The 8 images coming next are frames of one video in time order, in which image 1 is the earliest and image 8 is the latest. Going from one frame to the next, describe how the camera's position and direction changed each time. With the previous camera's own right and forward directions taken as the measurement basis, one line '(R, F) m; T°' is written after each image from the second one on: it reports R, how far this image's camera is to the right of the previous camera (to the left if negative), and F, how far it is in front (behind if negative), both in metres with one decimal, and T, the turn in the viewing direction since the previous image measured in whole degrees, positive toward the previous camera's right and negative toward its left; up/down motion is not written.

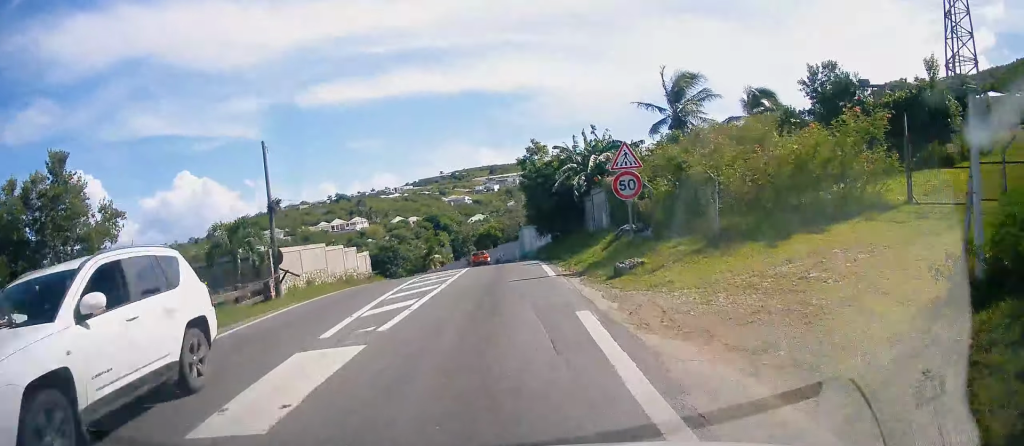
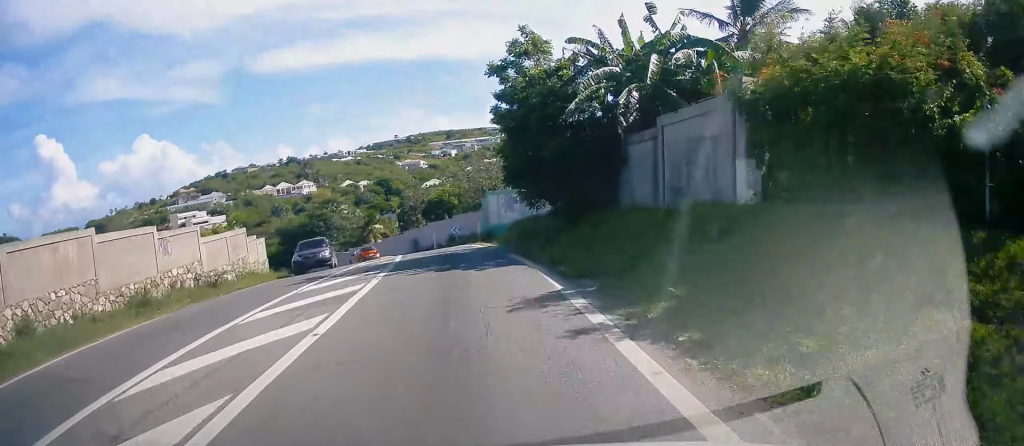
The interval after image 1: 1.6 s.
(0.0, +17.2) m; 0°
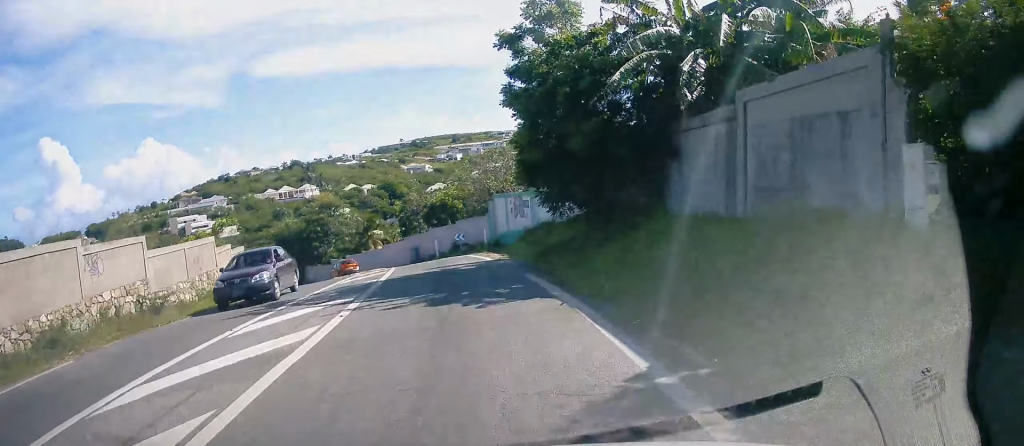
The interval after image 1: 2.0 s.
(0.0, +4.3) m; +1°
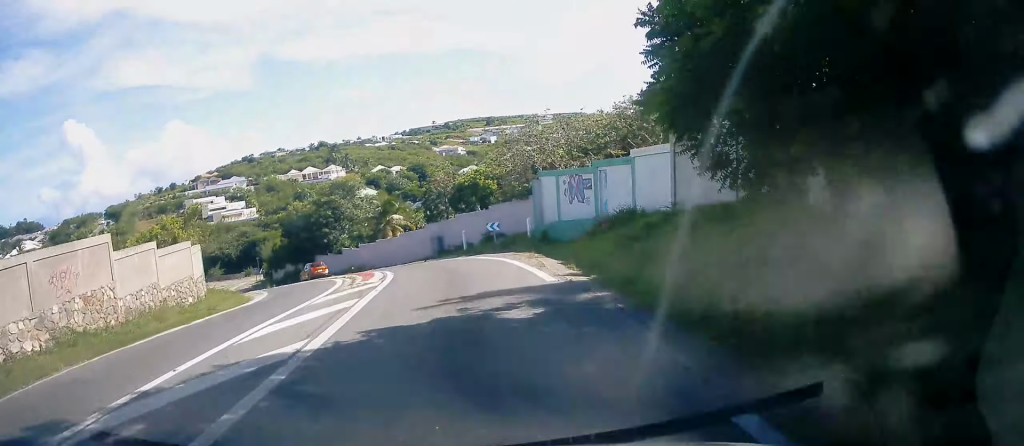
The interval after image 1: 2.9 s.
(+0.4, +9.6) m; +2°
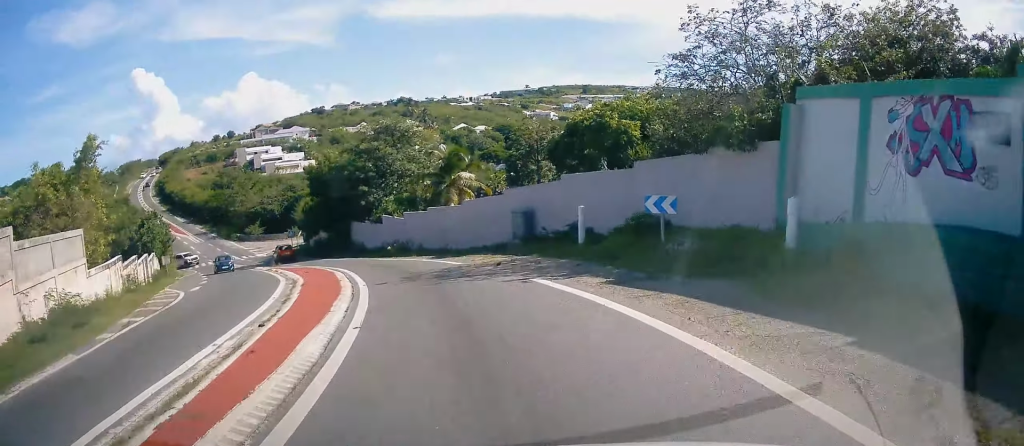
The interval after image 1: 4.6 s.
(-1.4, +18.0) m; -9°
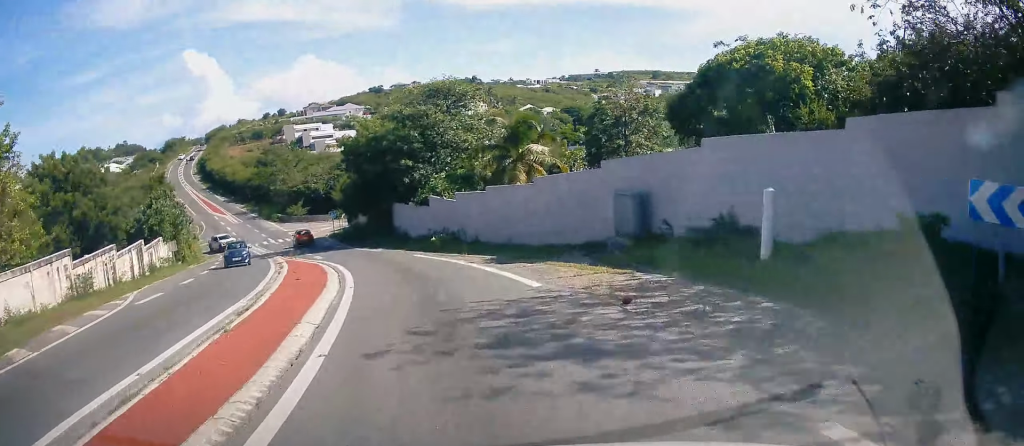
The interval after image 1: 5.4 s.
(-0.2, +8.7) m; -6°
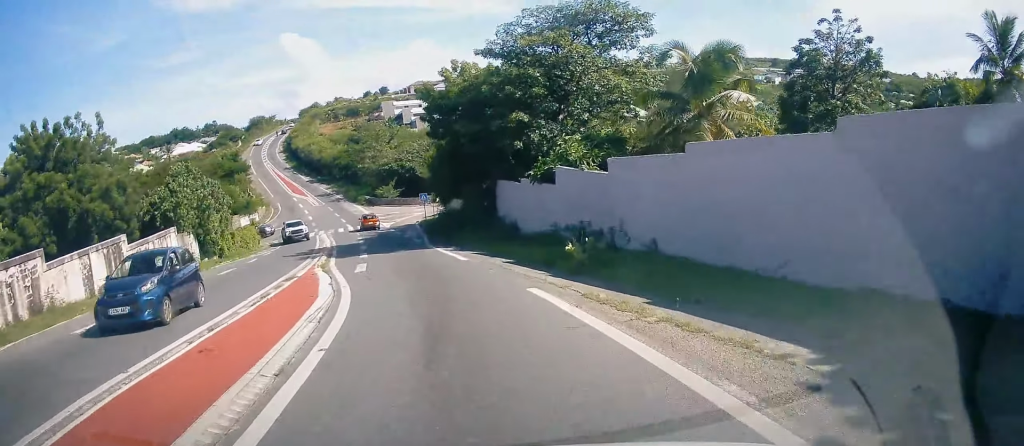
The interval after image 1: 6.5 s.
(-1.1, +12.7) m; -10°
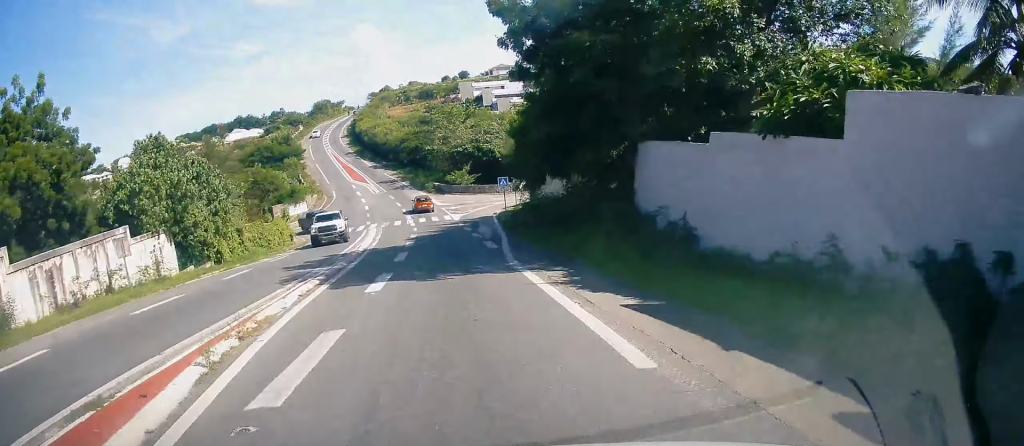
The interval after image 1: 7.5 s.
(-0.9, +12.1) m; -6°
